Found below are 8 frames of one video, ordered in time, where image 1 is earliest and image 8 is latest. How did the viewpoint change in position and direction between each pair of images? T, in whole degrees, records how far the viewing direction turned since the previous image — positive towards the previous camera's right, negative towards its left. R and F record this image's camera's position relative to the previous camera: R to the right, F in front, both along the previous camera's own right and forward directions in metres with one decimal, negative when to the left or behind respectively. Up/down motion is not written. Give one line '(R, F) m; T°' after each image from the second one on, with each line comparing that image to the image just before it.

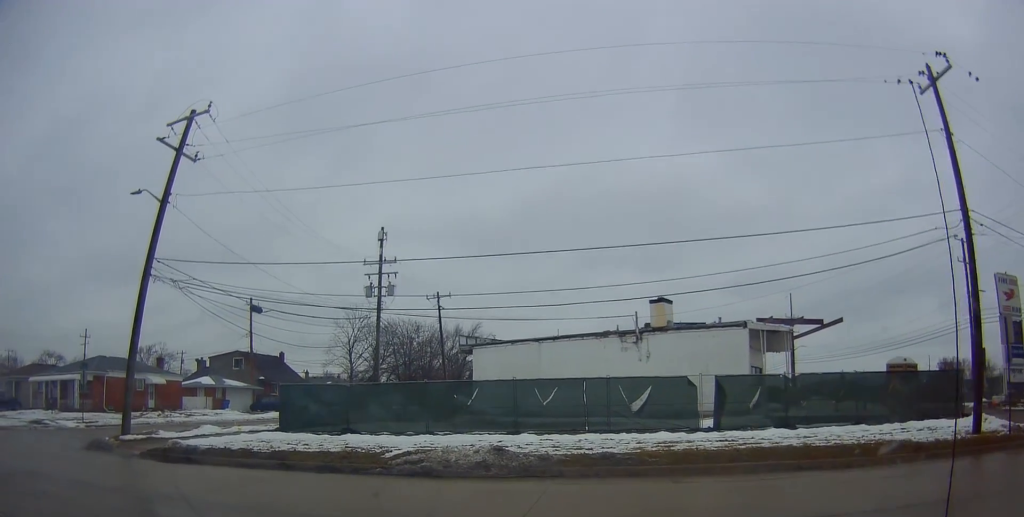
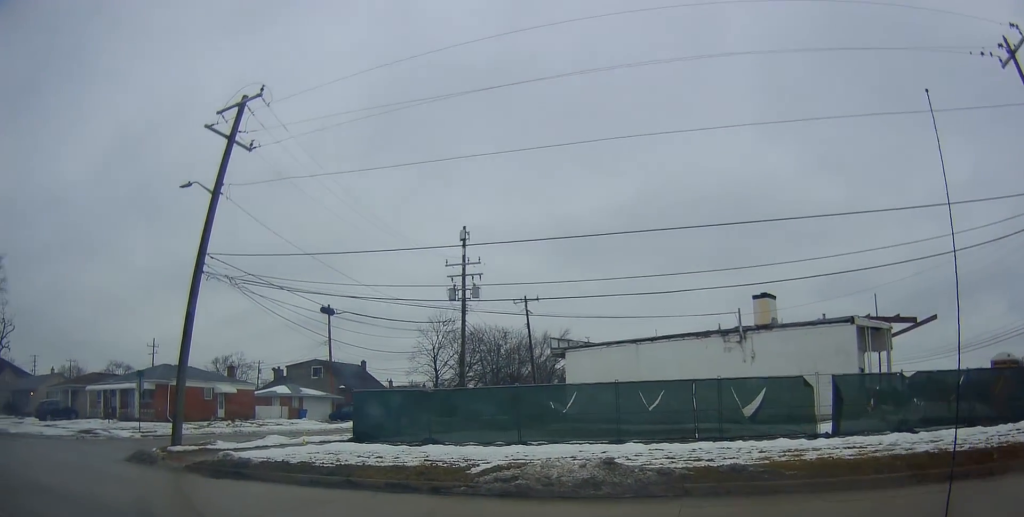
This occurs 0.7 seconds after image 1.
(0.0, +2.5) m; -4°
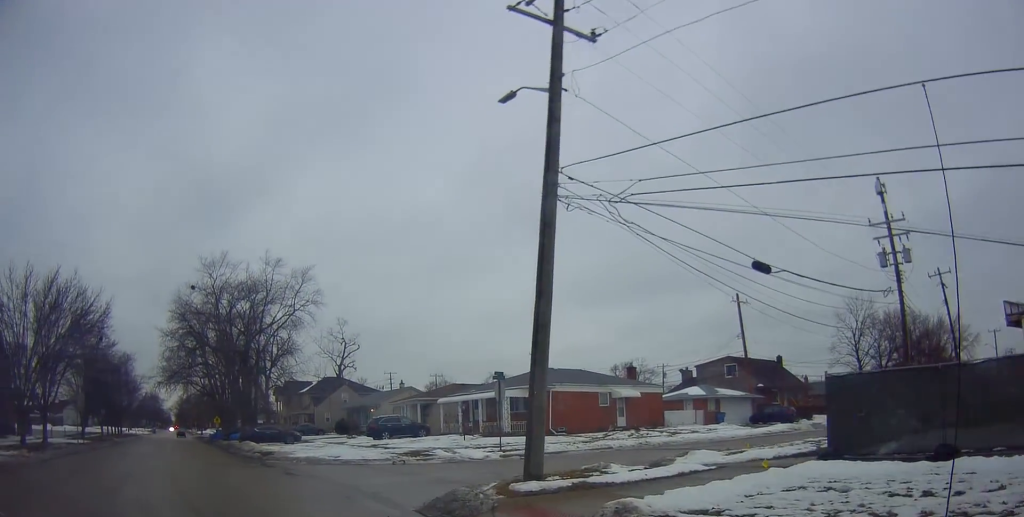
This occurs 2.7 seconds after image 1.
(-1.3, +5.5) m; -30°
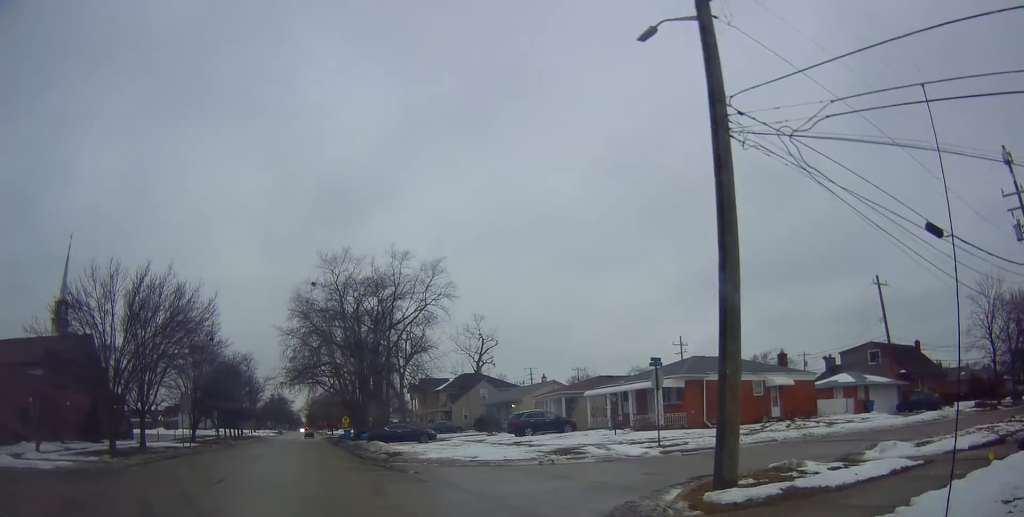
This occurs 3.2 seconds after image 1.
(+0.1, +1.7) m; -10°
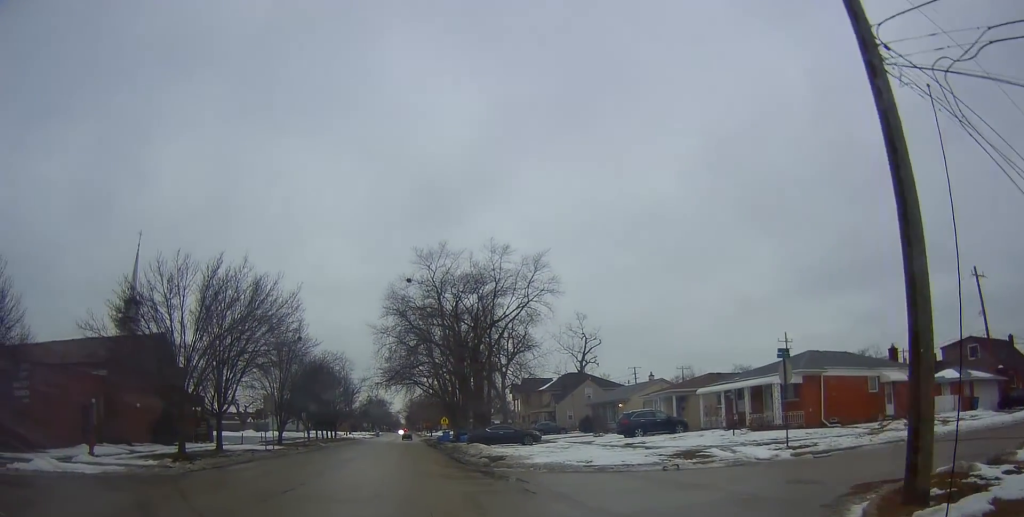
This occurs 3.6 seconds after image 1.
(-0.1, +1.4) m; -8°
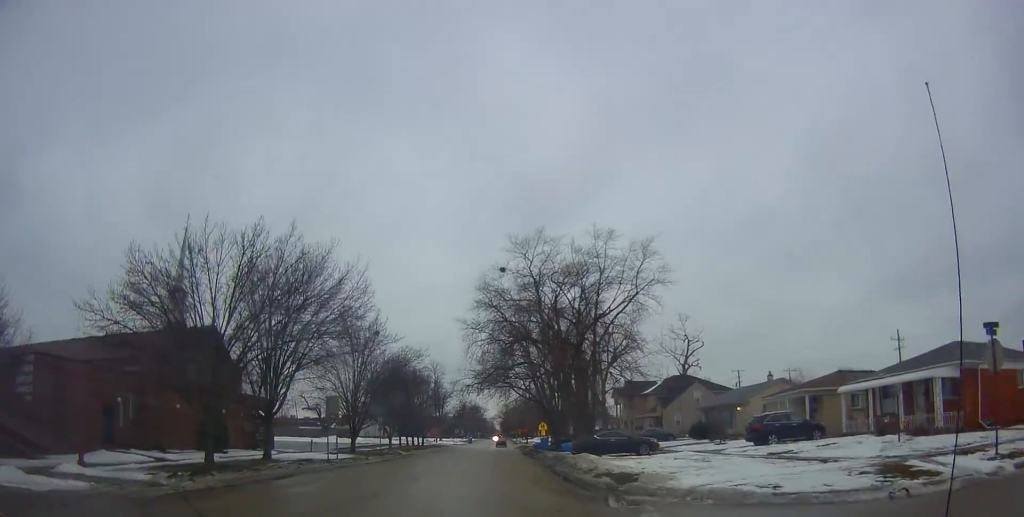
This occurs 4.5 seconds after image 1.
(-0.9, +3.9) m; -20°
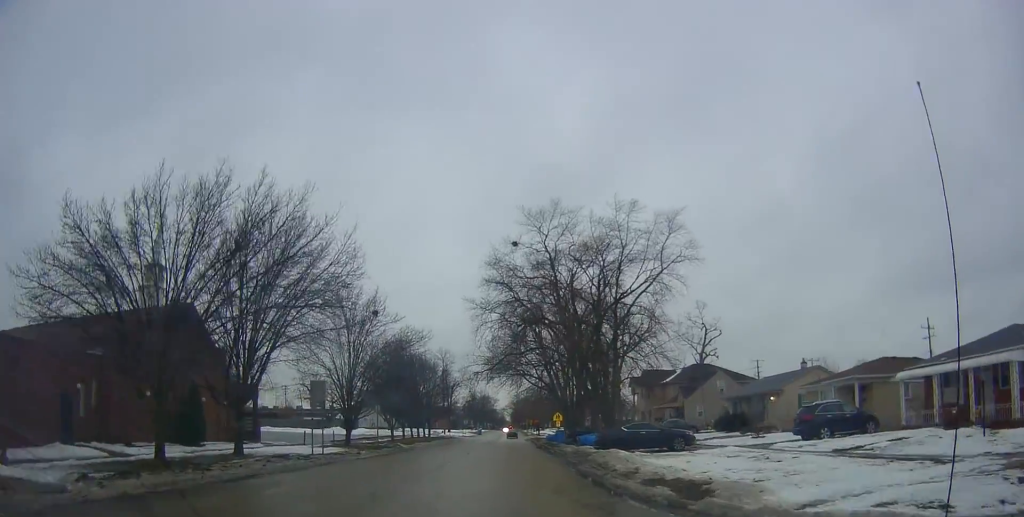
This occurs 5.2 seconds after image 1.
(-0.2, +3.0) m; -9°
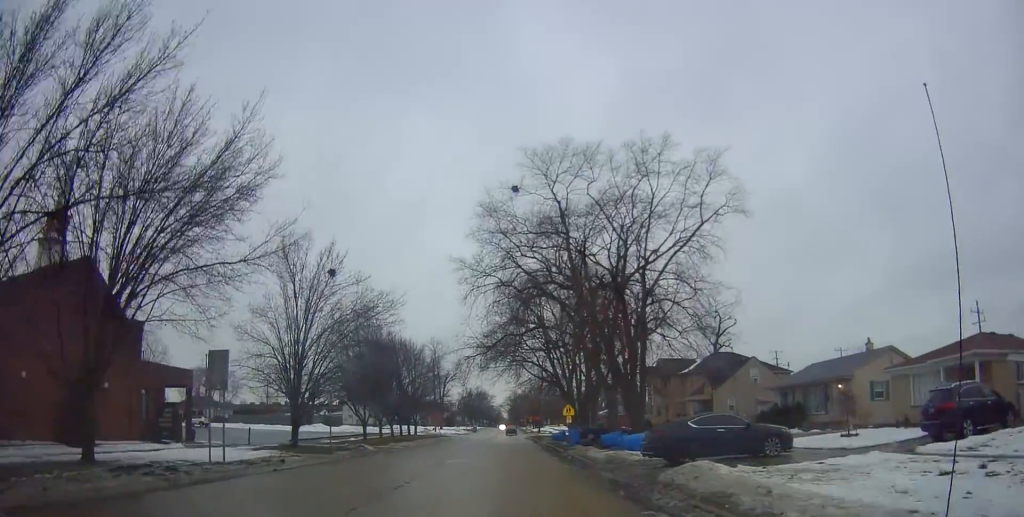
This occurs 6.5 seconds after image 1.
(-0.9, +7.7) m; -5°
